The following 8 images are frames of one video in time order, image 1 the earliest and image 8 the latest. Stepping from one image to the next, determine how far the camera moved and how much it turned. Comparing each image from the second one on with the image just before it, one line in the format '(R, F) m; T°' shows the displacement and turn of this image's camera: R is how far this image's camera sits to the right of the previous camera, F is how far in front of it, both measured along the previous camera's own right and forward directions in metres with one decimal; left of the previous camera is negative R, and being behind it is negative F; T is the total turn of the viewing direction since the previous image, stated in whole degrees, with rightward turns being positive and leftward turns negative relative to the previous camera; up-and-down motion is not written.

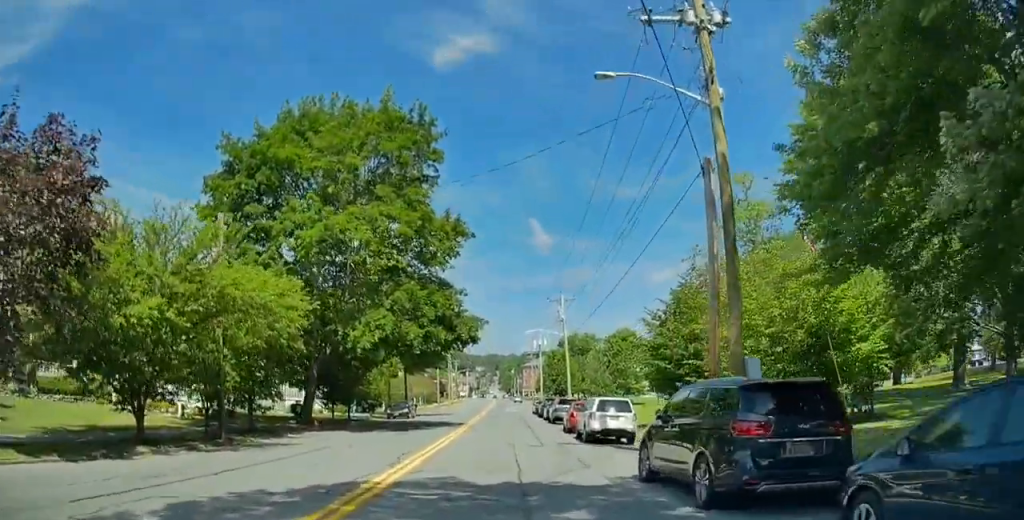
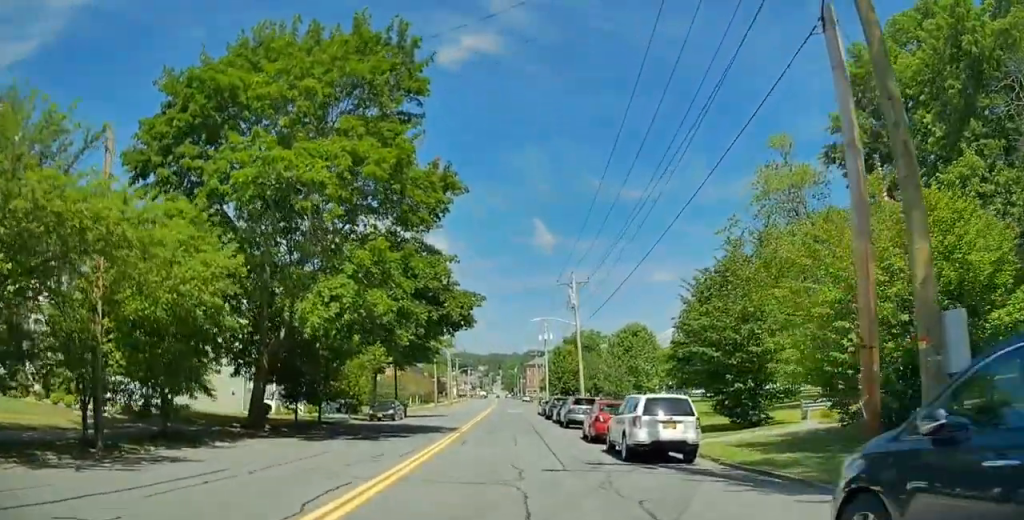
(-0.1, +7.8) m; -1°
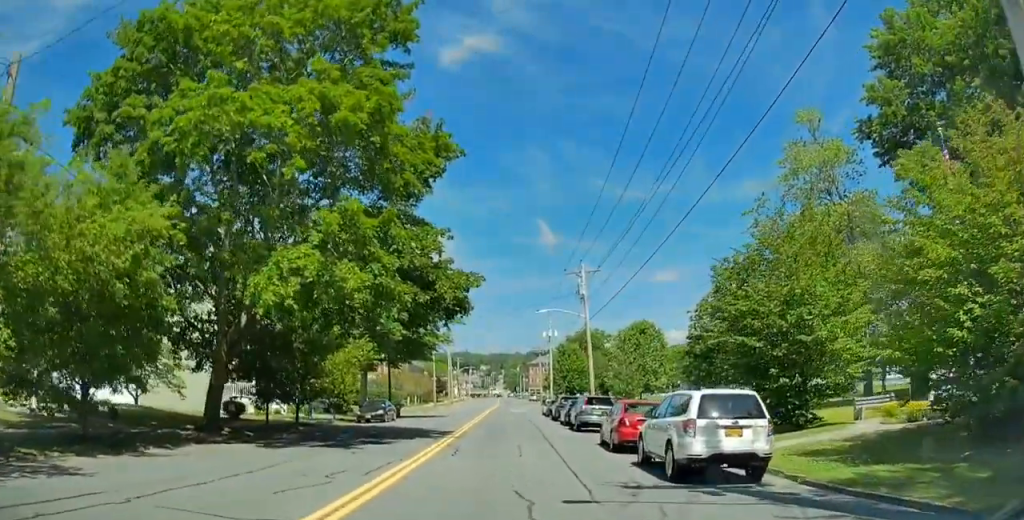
(-0.1, +4.6) m; -1°
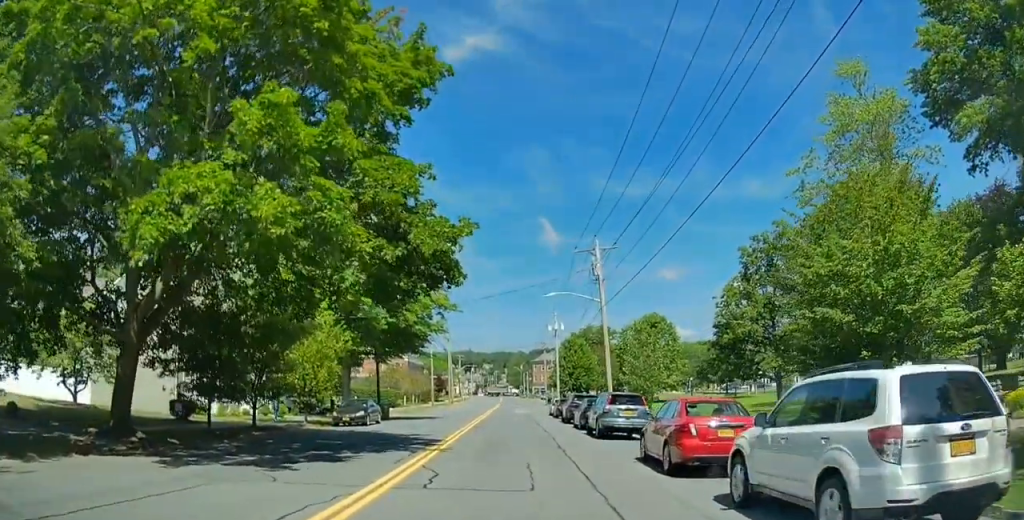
(0.0, +6.2) m; +2°
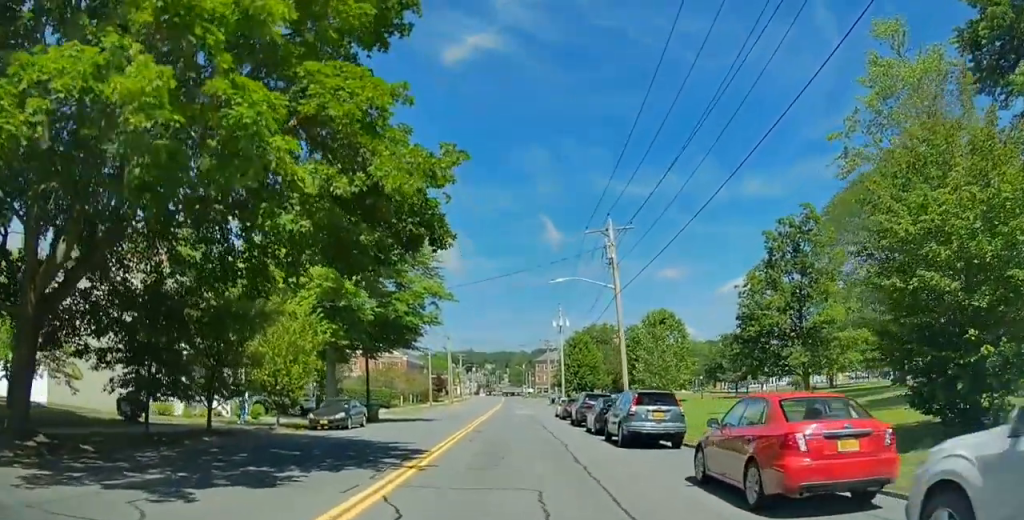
(-0.2, +4.3) m; +2°
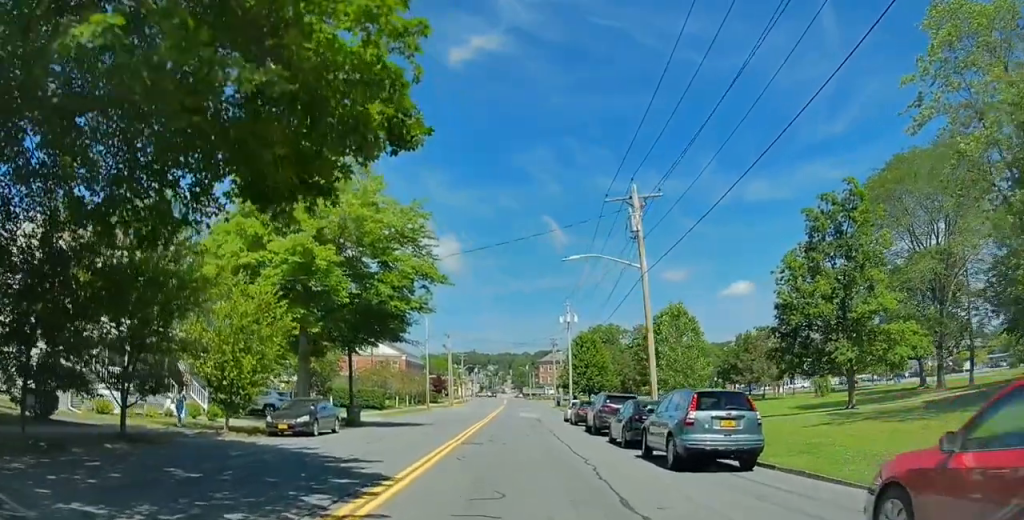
(+0.4, +5.8) m; -4°
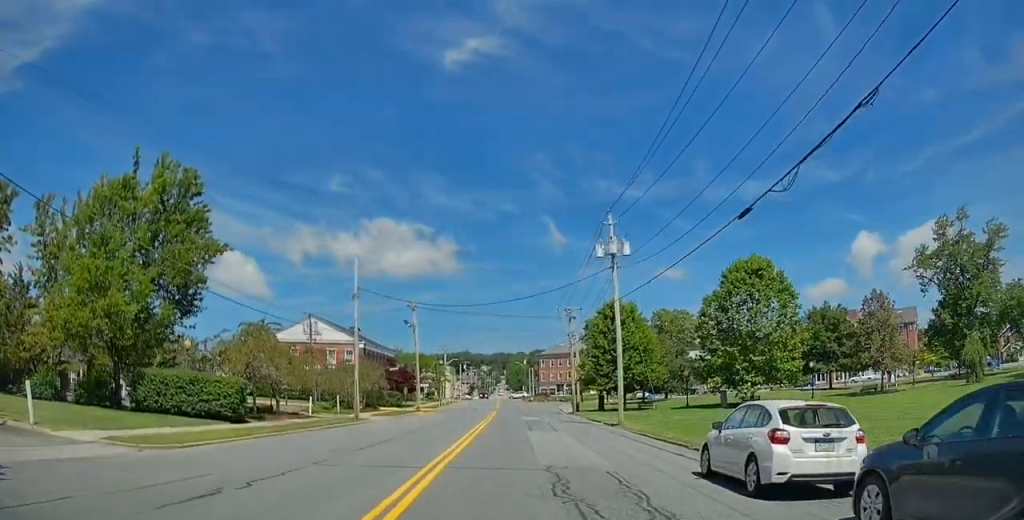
(-5.0, +31.2) m; -4°
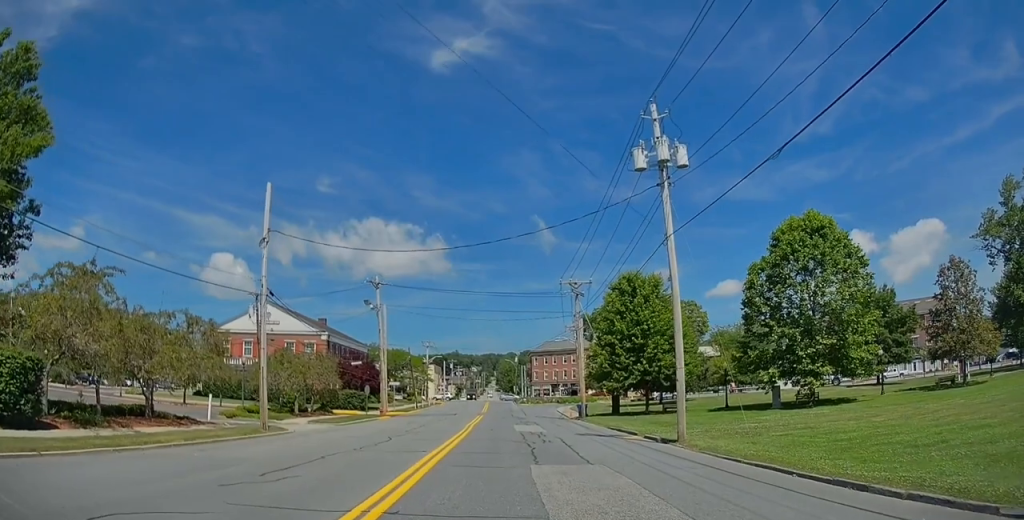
(-0.2, +13.8) m; -3°
